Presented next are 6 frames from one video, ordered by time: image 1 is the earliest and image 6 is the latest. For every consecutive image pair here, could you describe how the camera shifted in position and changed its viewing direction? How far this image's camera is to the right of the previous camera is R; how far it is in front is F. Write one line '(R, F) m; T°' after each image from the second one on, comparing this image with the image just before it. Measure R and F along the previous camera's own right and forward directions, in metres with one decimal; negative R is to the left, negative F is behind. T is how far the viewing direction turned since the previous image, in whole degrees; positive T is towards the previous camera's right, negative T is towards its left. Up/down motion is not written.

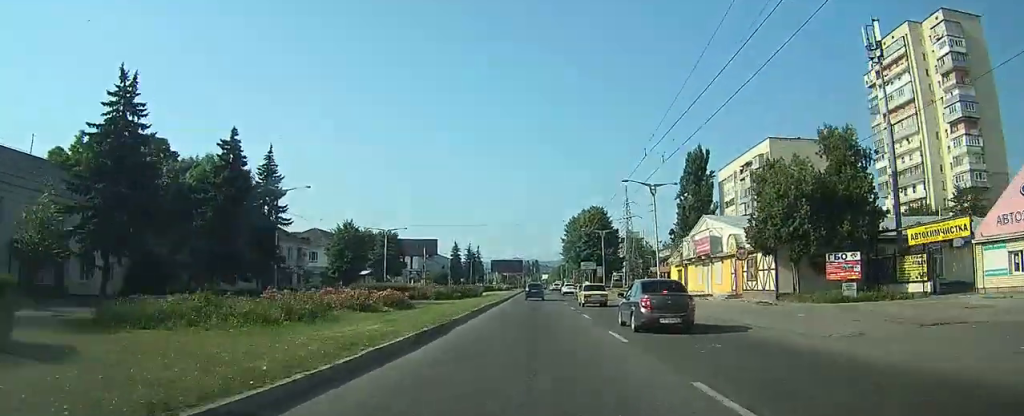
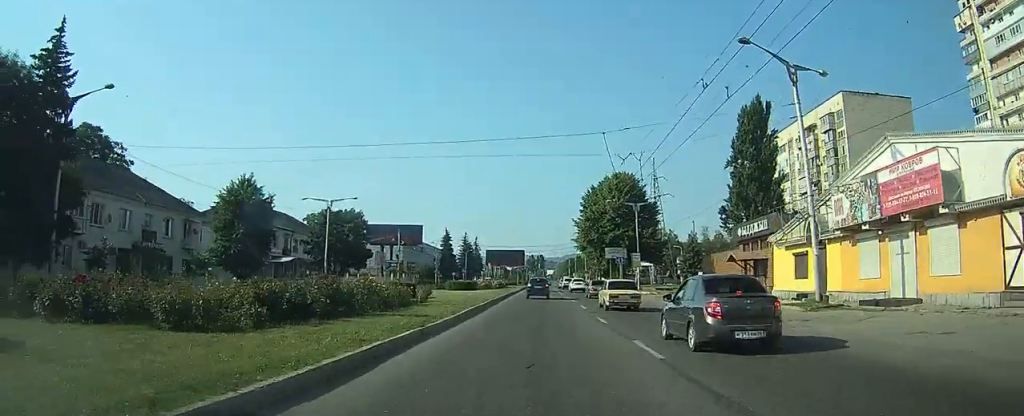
(0.0, +31.1) m; 0°
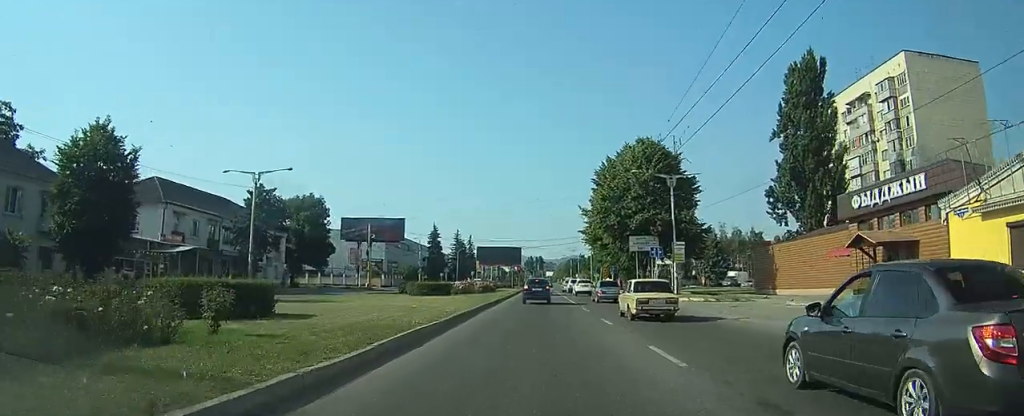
(-0.1, +19.2) m; 0°
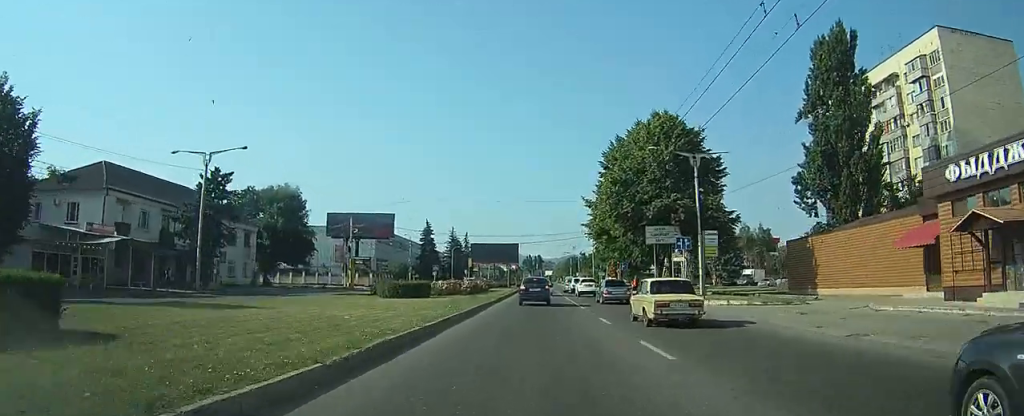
(+0.1, +8.6) m; -1°
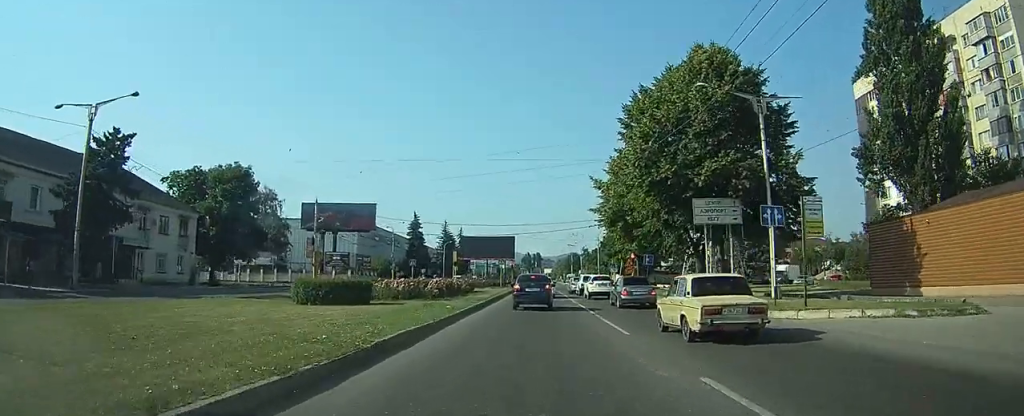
(-0.3, +14.2) m; 0°
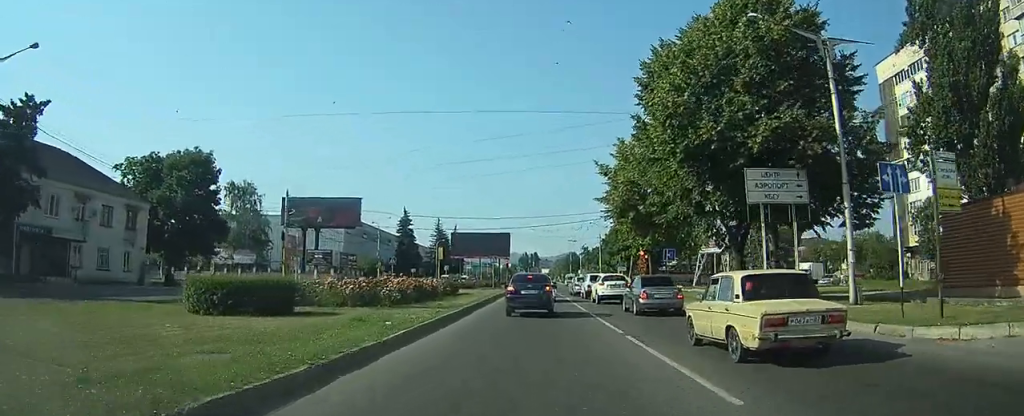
(+0.2, +9.1) m; +1°
